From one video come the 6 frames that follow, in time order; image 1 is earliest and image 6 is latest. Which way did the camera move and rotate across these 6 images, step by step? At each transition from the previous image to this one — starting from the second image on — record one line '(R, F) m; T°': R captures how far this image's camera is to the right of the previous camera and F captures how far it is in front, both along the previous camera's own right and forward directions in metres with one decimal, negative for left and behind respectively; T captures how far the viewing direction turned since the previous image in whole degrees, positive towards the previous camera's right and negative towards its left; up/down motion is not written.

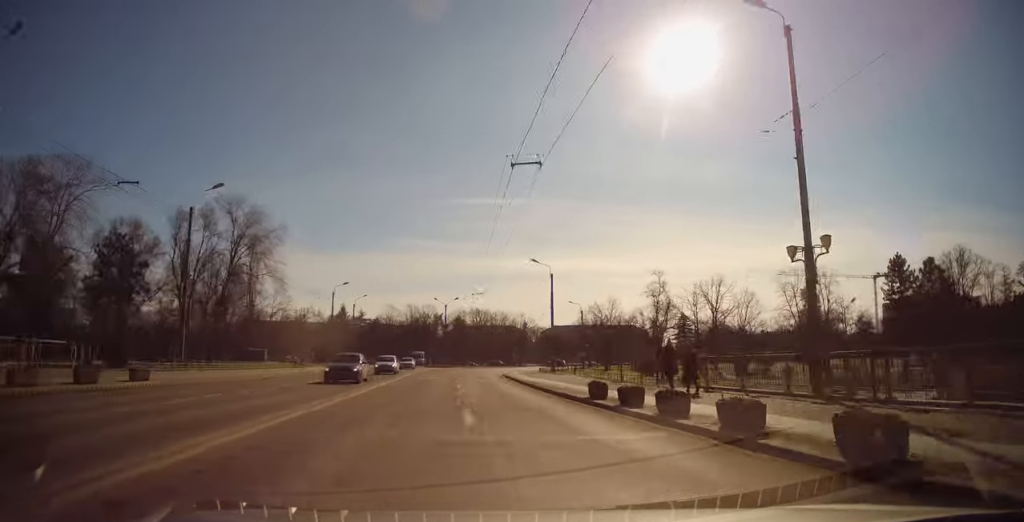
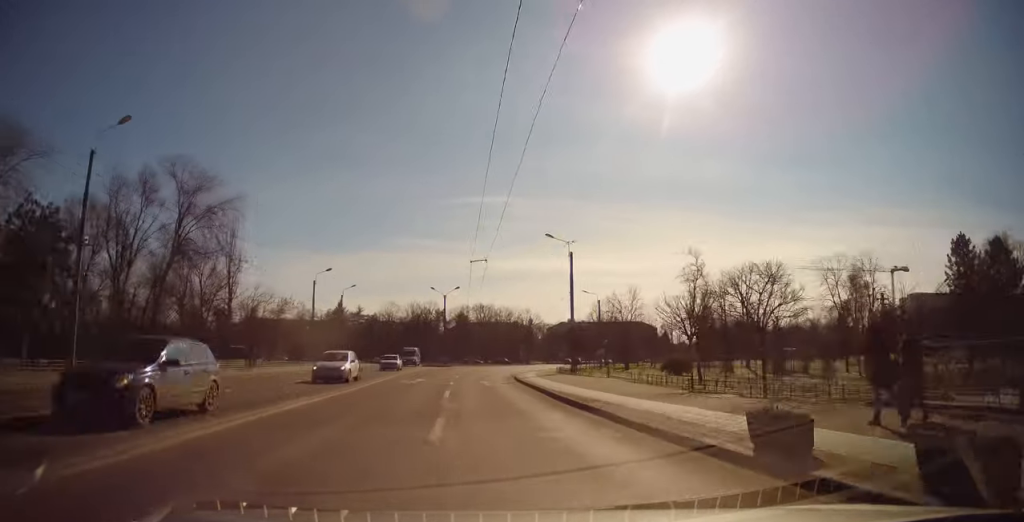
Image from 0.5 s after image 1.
(+0.2, +10.4) m; 0°
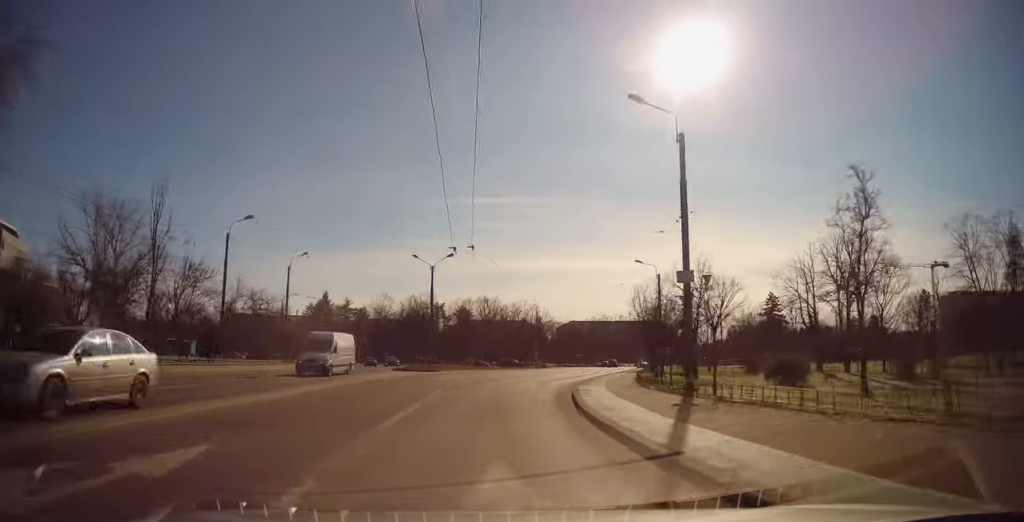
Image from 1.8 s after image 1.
(-0.3, +25.6) m; -1°
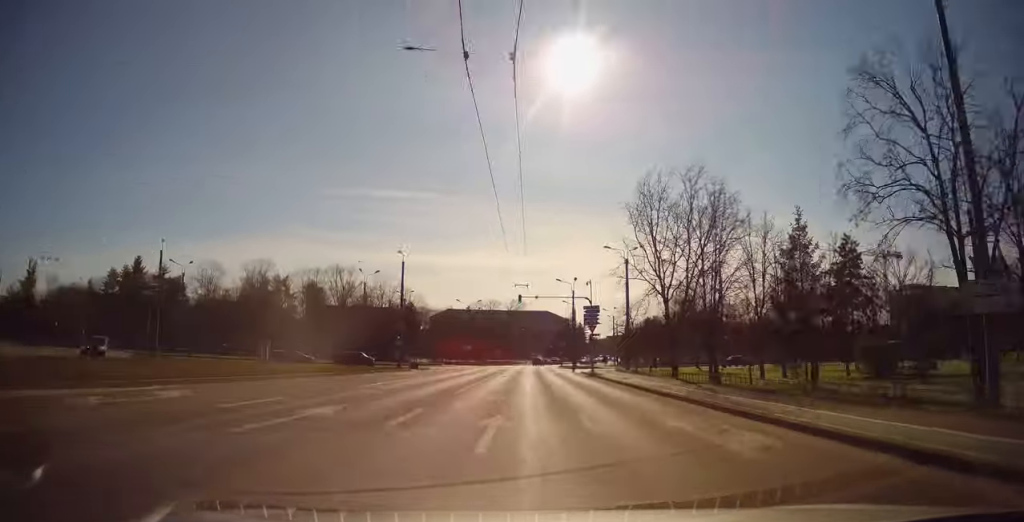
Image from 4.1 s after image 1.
(+4.0, +44.6) m; +12°
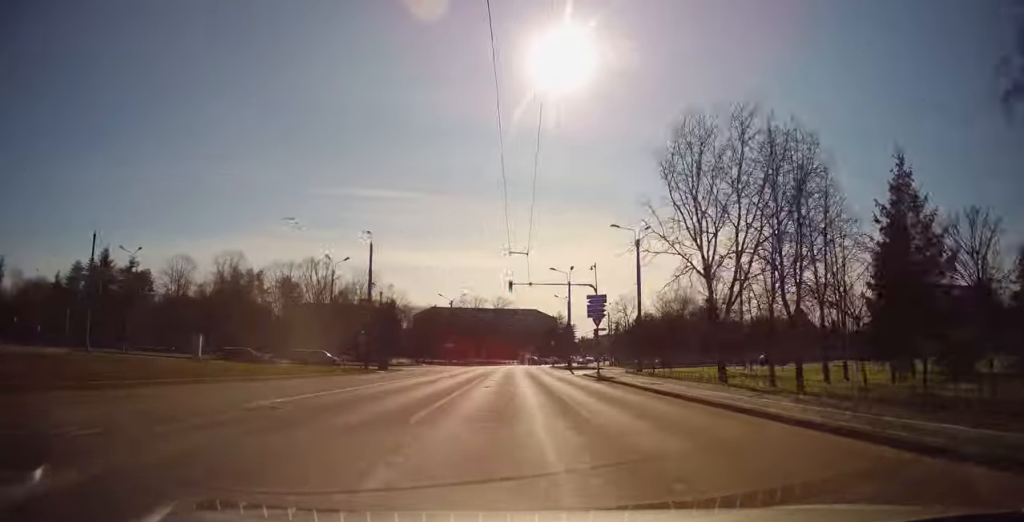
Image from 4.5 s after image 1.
(+0.2, +8.2) m; +2°
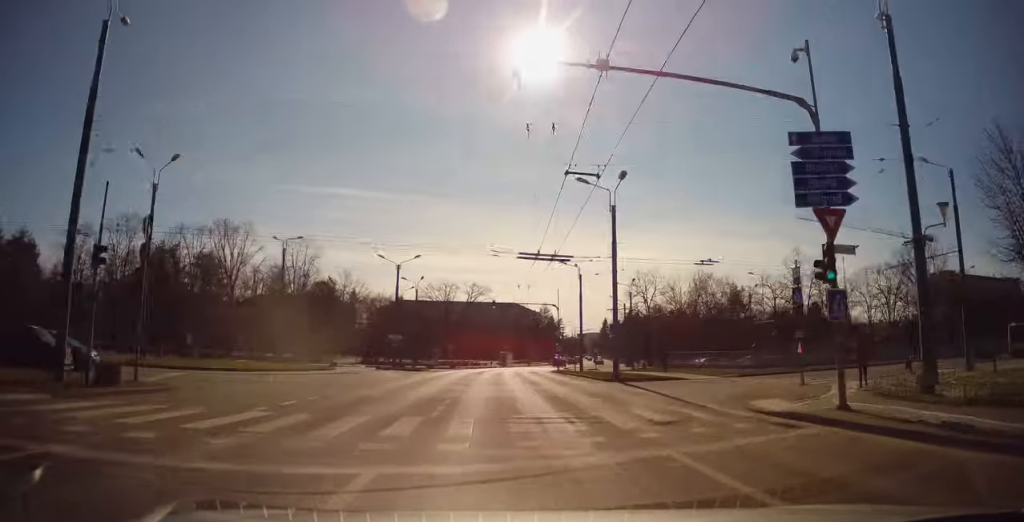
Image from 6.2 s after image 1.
(+1.1, +31.1) m; +3°
